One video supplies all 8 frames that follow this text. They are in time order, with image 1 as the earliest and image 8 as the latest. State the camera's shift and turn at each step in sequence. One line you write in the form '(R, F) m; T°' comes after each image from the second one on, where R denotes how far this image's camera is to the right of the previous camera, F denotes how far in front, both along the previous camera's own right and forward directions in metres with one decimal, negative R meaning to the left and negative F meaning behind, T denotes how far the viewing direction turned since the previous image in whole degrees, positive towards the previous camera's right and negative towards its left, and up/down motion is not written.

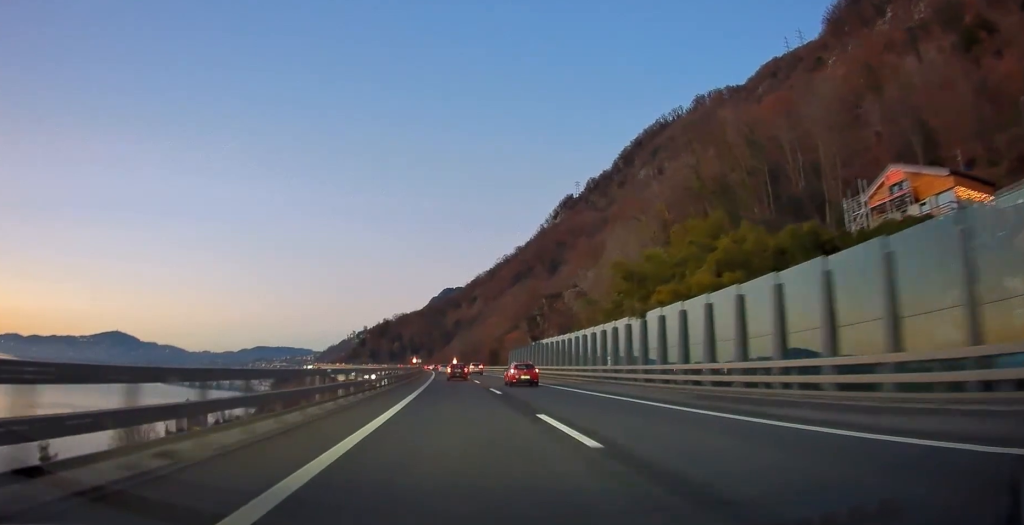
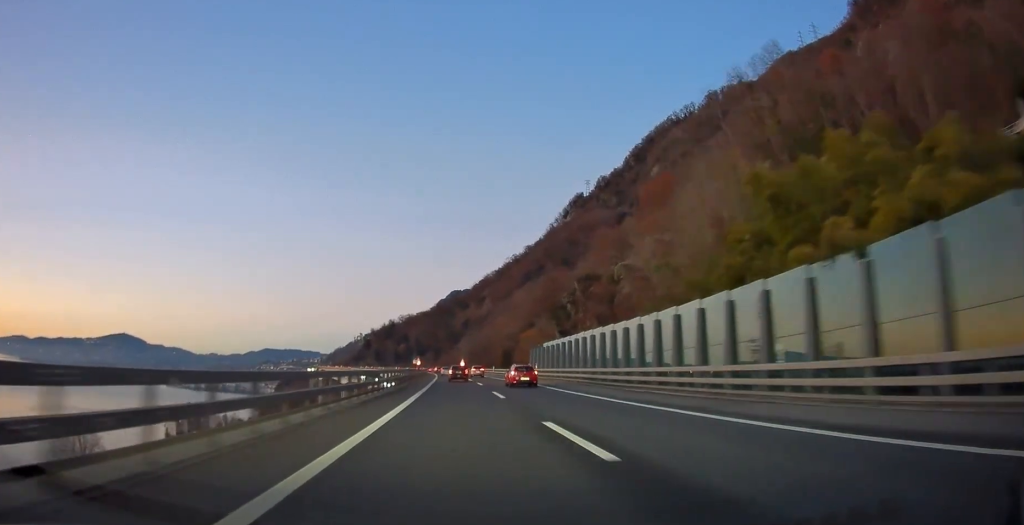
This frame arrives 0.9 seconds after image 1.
(0.0, +19.9) m; 0°
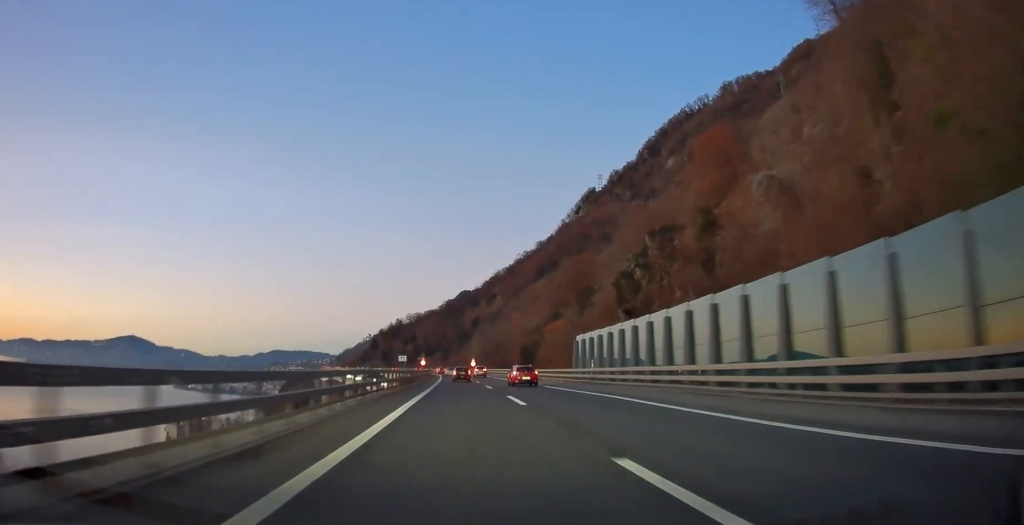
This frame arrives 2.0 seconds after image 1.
(-0.2, +25.0) m; -1°
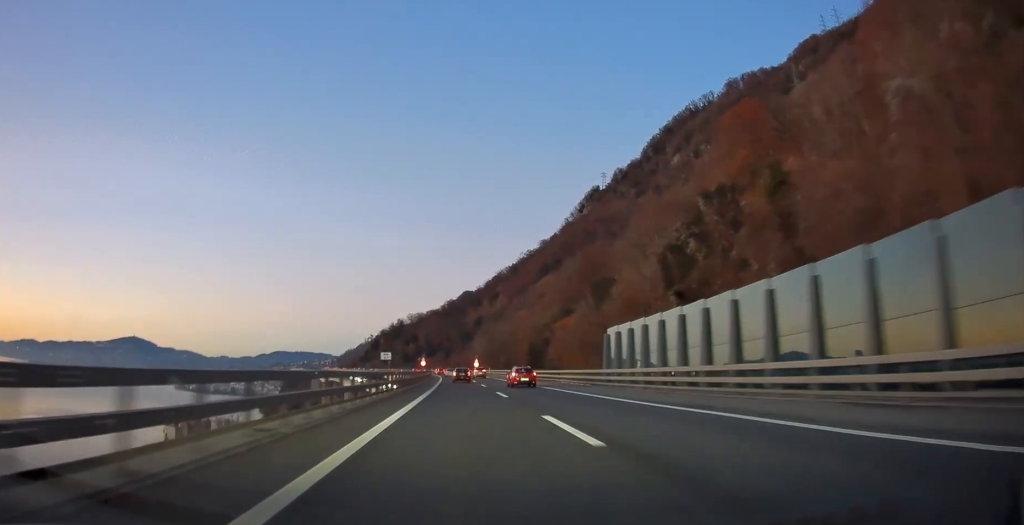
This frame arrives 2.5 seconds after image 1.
(0.0, +10.3) m; 0°
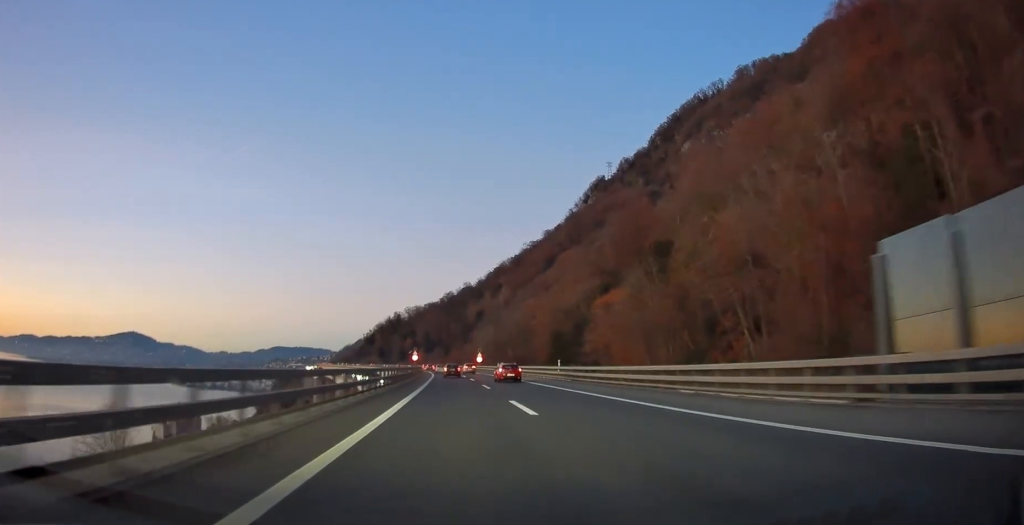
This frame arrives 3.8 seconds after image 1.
(-0.2, +29.7) m; -1°
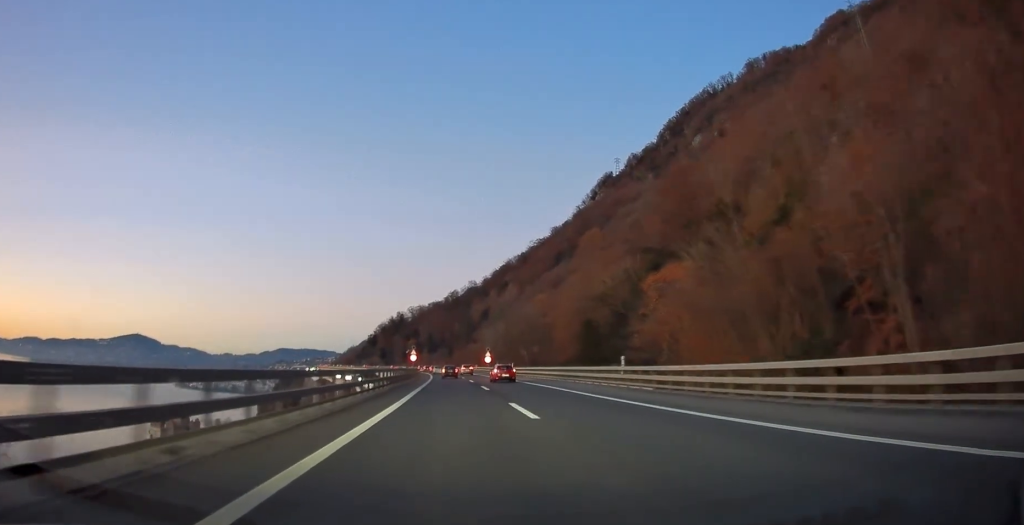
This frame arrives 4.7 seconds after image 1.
(-0.1, +18.7) m; 0°
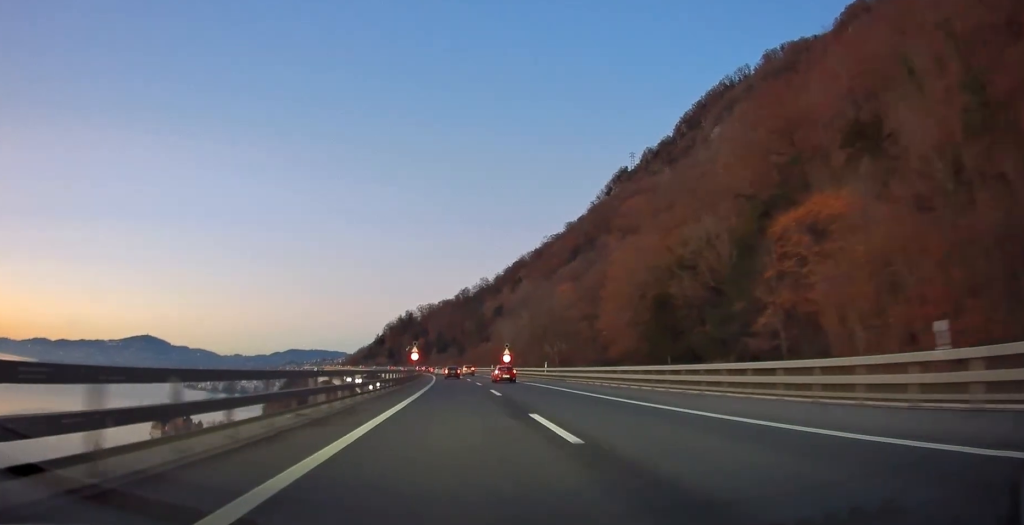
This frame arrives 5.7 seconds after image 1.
(-0.1, +23.1) m; -1°
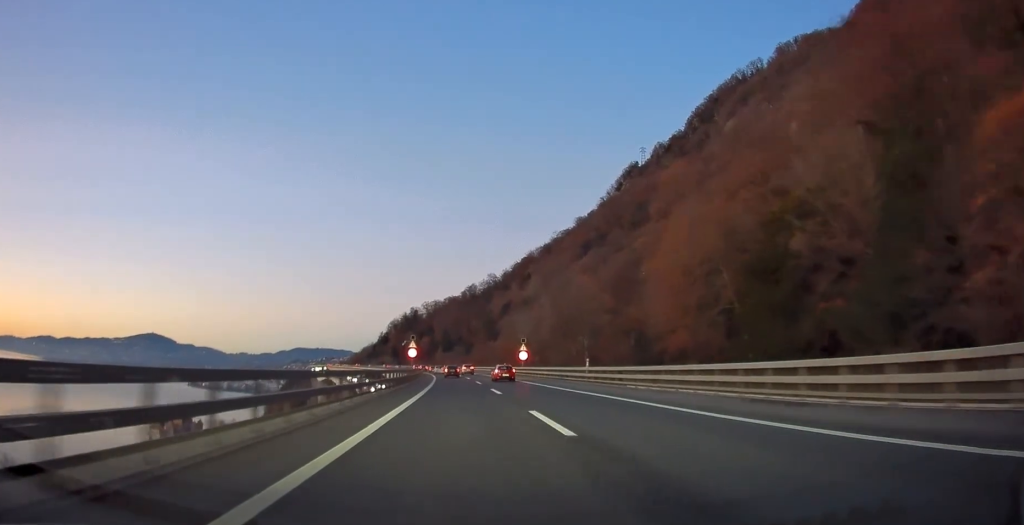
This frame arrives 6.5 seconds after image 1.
(-0.1, +17.2) m; 0°
